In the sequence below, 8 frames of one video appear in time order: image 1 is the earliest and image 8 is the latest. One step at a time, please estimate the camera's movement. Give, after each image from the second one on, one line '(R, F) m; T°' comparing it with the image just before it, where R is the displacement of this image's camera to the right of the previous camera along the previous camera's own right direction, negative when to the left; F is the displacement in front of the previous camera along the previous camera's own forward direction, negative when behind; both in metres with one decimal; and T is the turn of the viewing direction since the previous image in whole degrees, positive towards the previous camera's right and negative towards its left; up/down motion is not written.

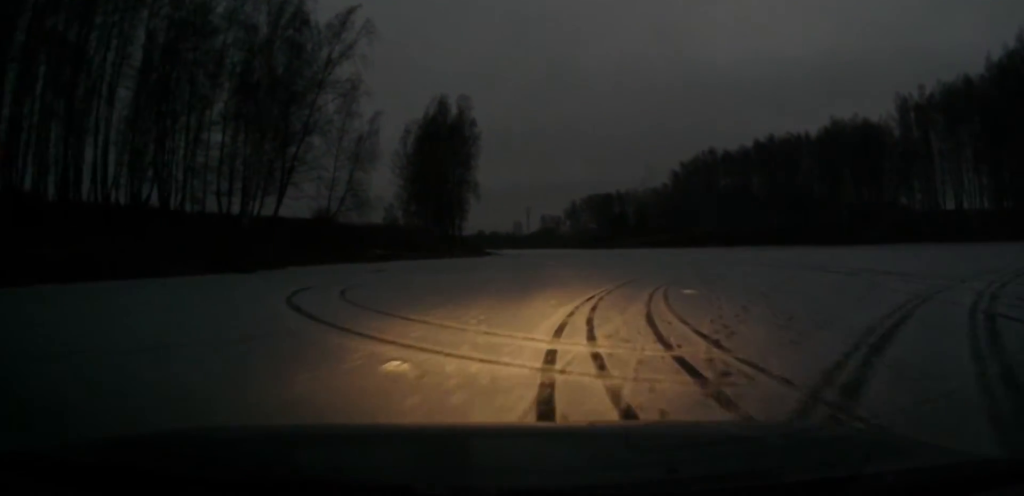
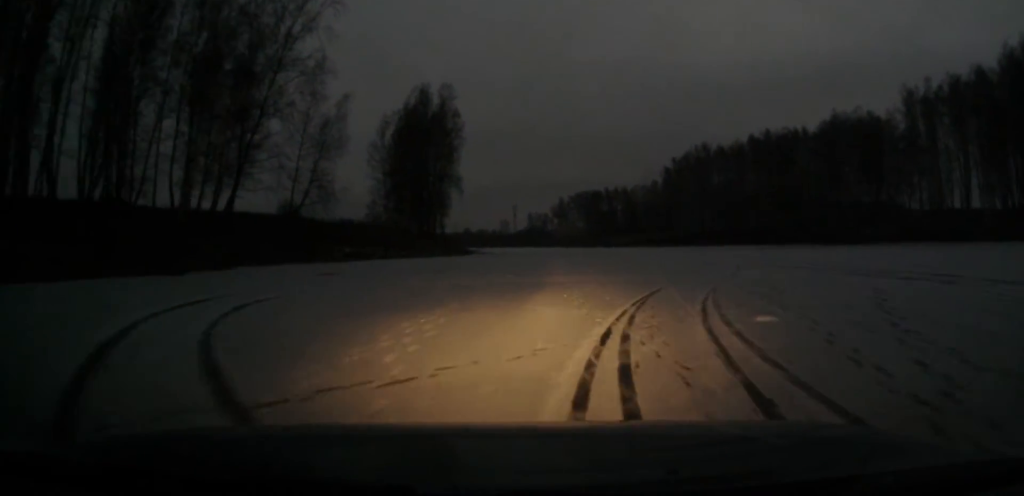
(+0.2, +5.9) m; +2°
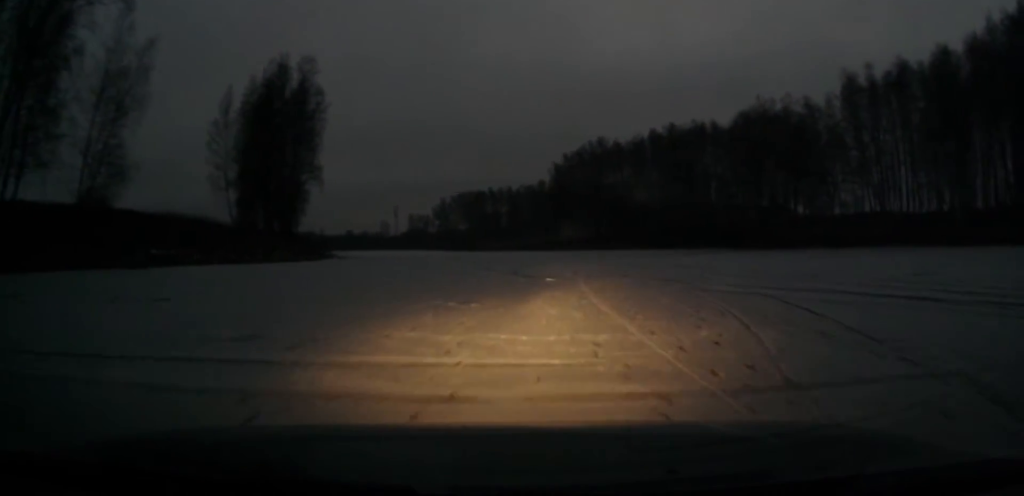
(+0.7, +14.0) m; +8°
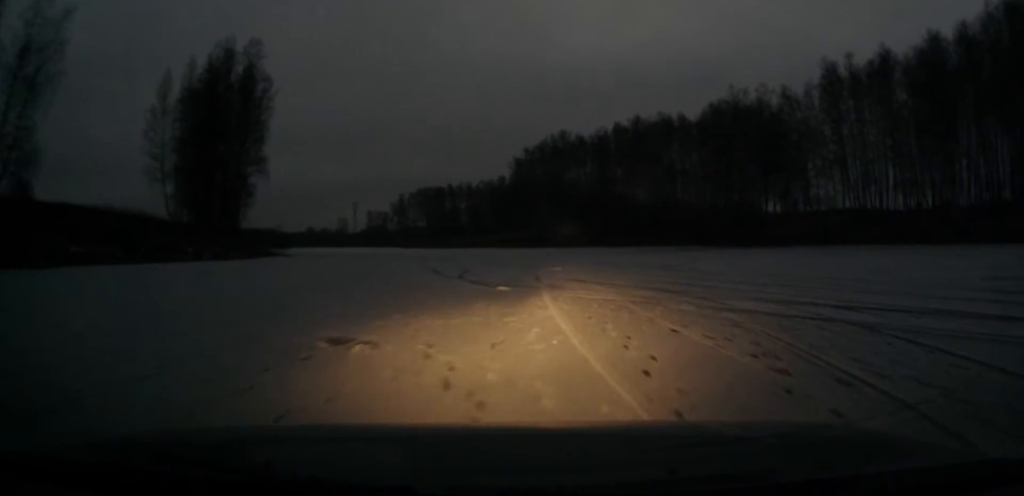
(+0.3, +5.7) m; +3°
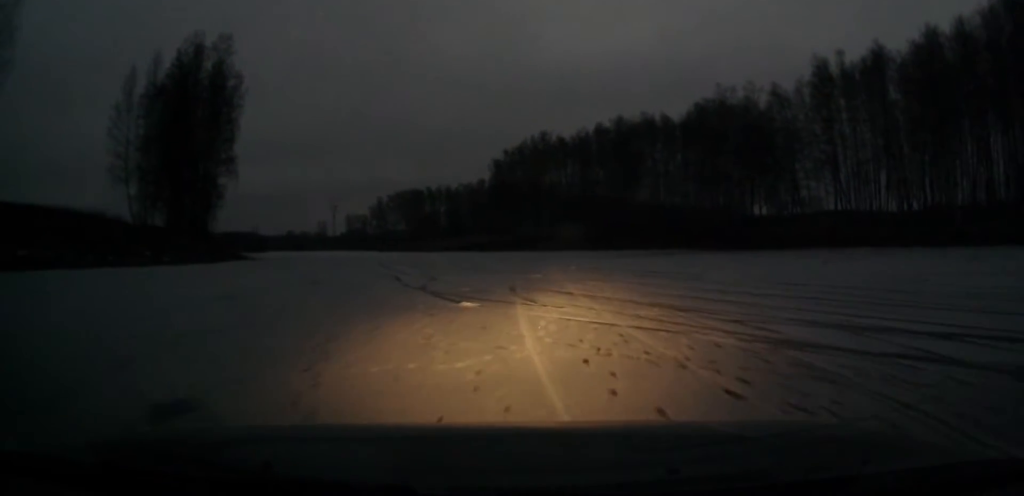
(+0.1, +3.6) m; +1°
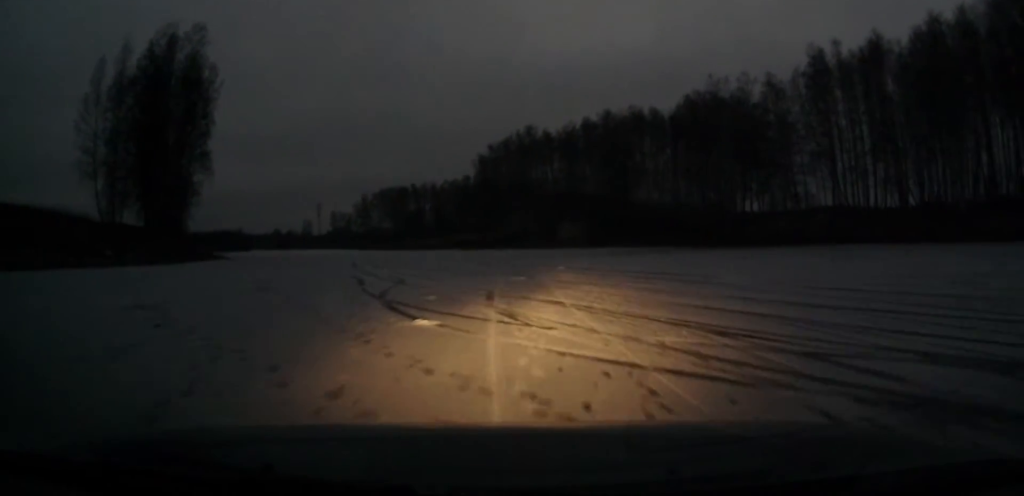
(+0.1, +3.9) m; 0°
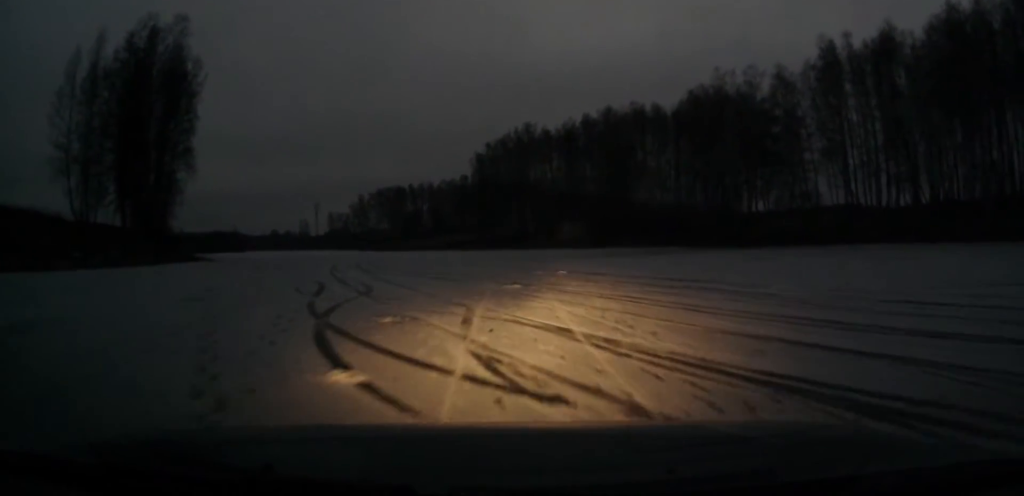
(0.0, +4.5) m; 0°
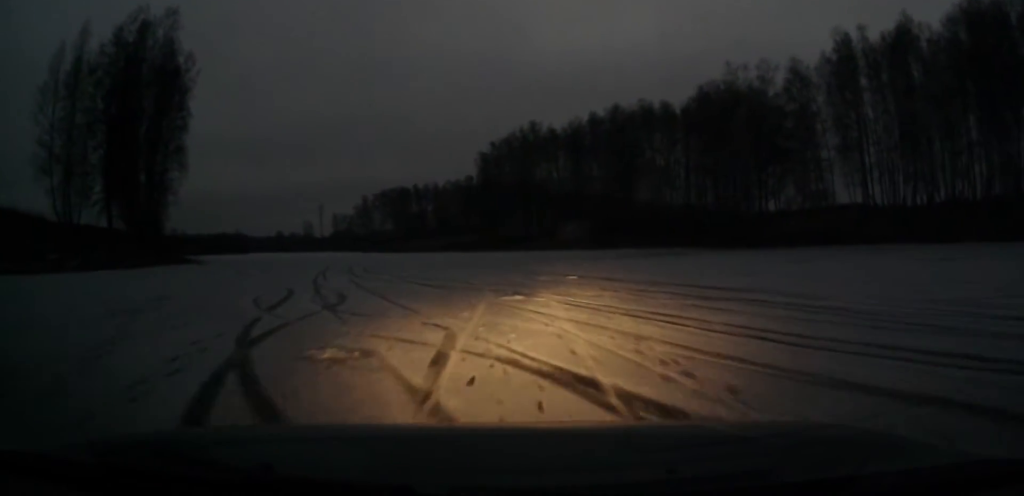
(0.0, +3.4) m; -1°
